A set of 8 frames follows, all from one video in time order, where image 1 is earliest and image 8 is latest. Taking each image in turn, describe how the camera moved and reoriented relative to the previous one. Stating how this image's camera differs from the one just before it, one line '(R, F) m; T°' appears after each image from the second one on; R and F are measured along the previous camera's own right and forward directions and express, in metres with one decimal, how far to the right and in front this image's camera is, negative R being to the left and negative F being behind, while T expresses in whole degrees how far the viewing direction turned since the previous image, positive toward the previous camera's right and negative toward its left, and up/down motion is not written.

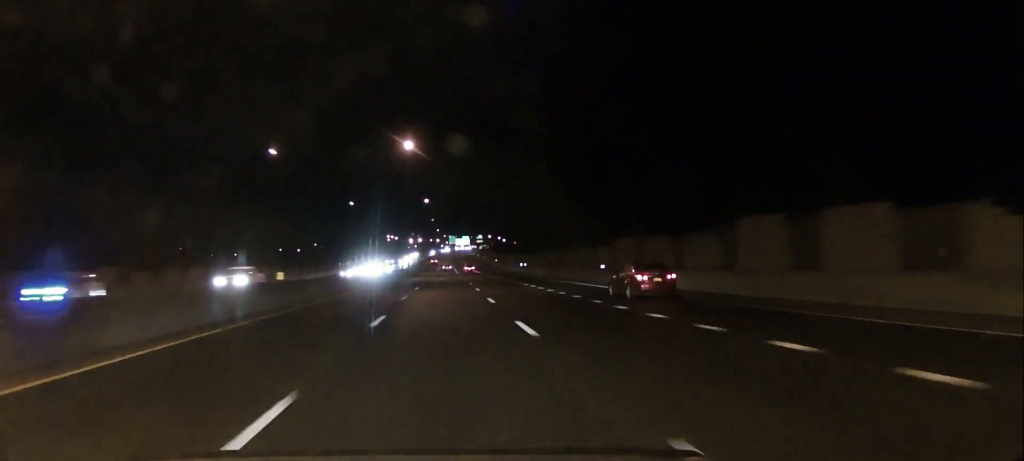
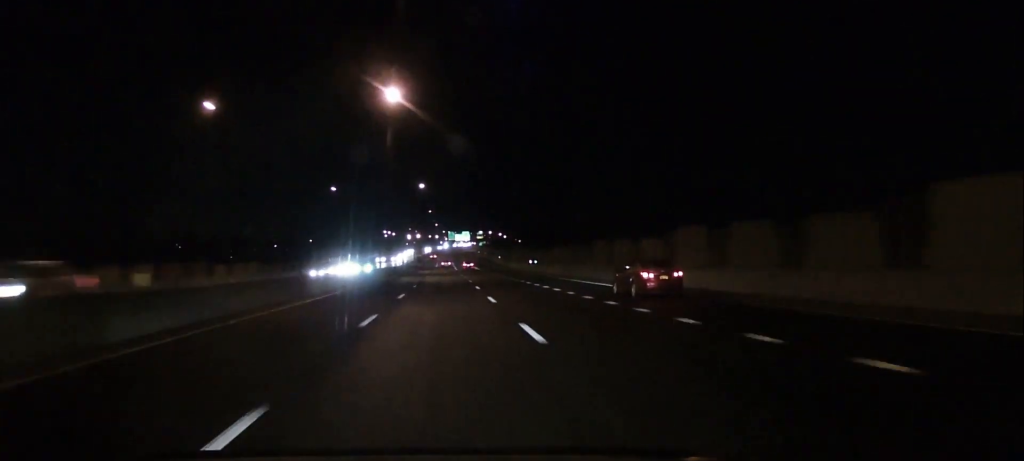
(-0.3, +13.6) m; 0°
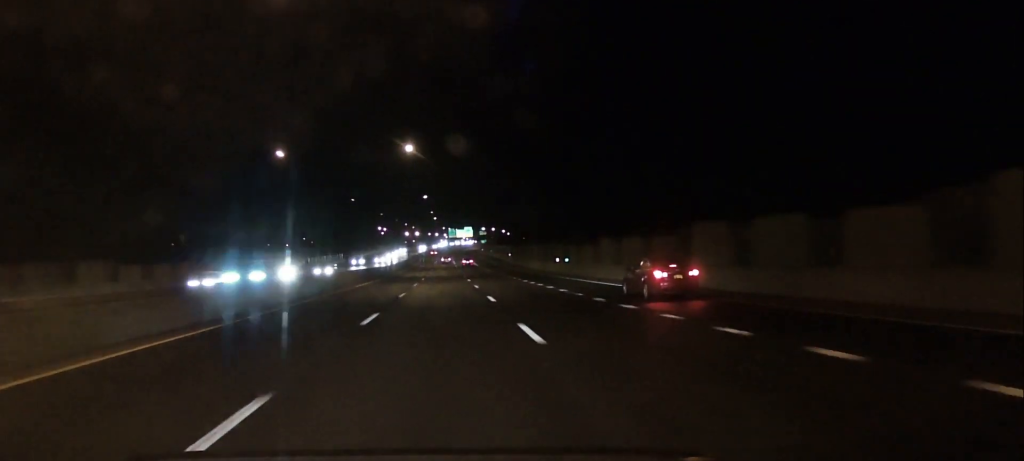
(+0.3, +24.3) m; 0°
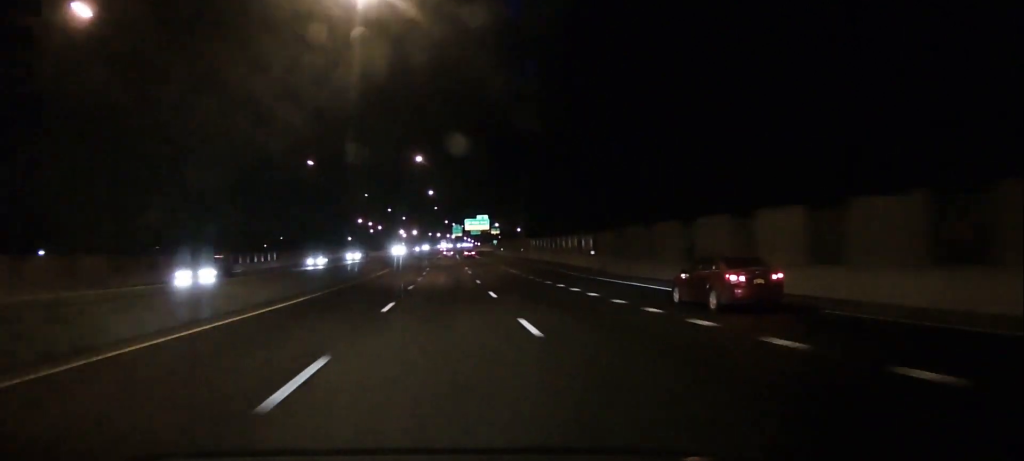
(+0.1, +71.6) m; 0°
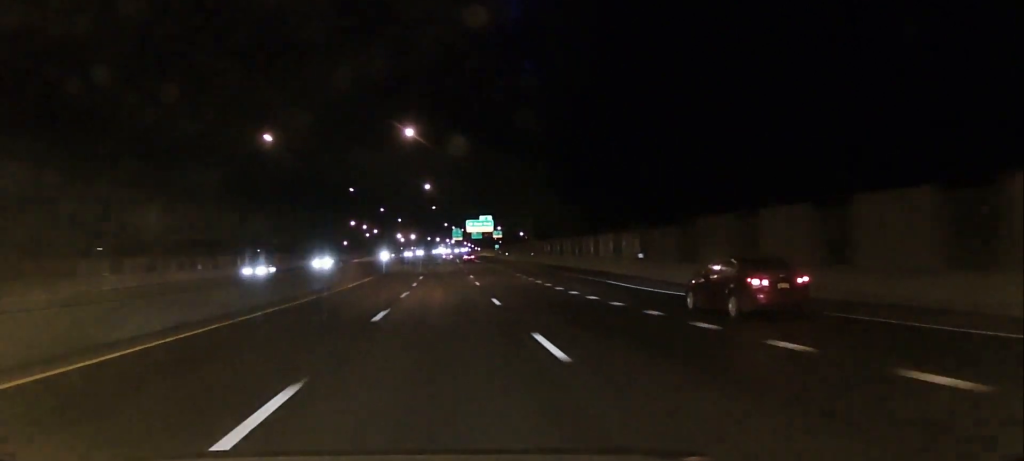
(-0.2, +14.8) m; 0°
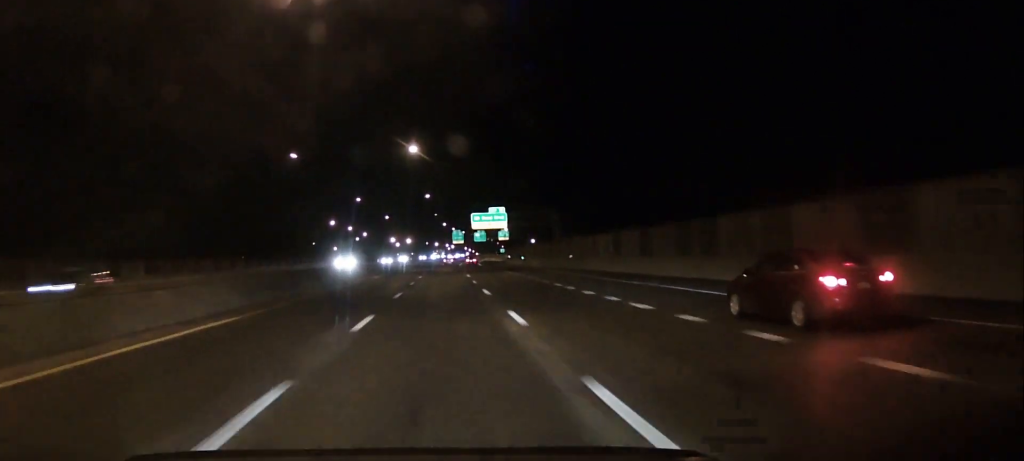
(-0.2, +32.6) m; 0°
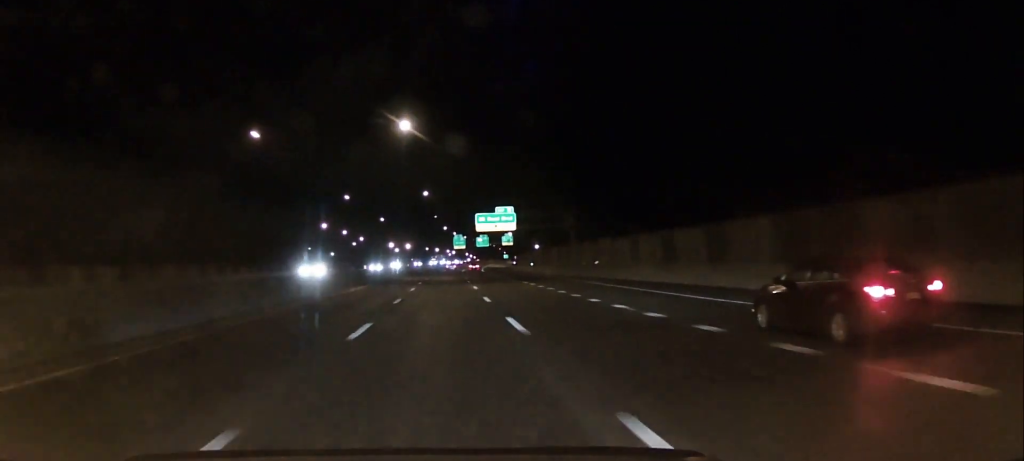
(0.0, +11.8) m; 0°
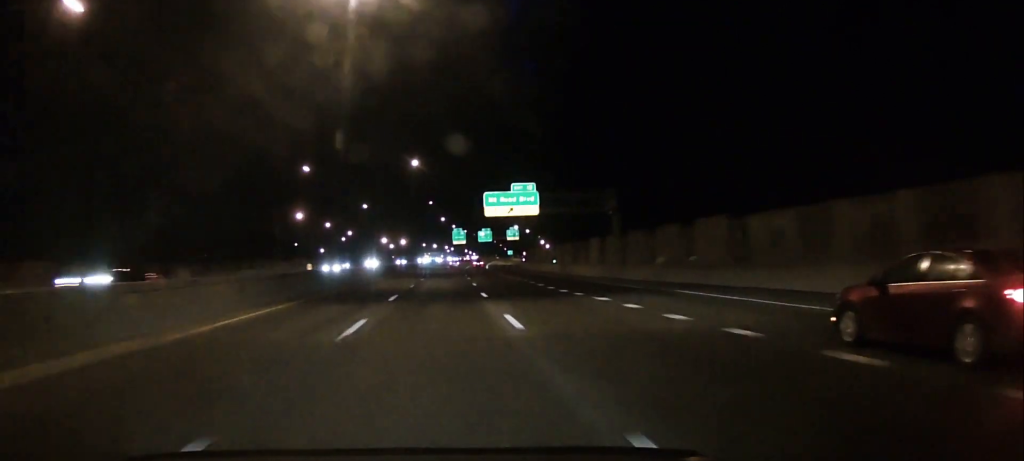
(+0.4, +23.6) m; +1°
